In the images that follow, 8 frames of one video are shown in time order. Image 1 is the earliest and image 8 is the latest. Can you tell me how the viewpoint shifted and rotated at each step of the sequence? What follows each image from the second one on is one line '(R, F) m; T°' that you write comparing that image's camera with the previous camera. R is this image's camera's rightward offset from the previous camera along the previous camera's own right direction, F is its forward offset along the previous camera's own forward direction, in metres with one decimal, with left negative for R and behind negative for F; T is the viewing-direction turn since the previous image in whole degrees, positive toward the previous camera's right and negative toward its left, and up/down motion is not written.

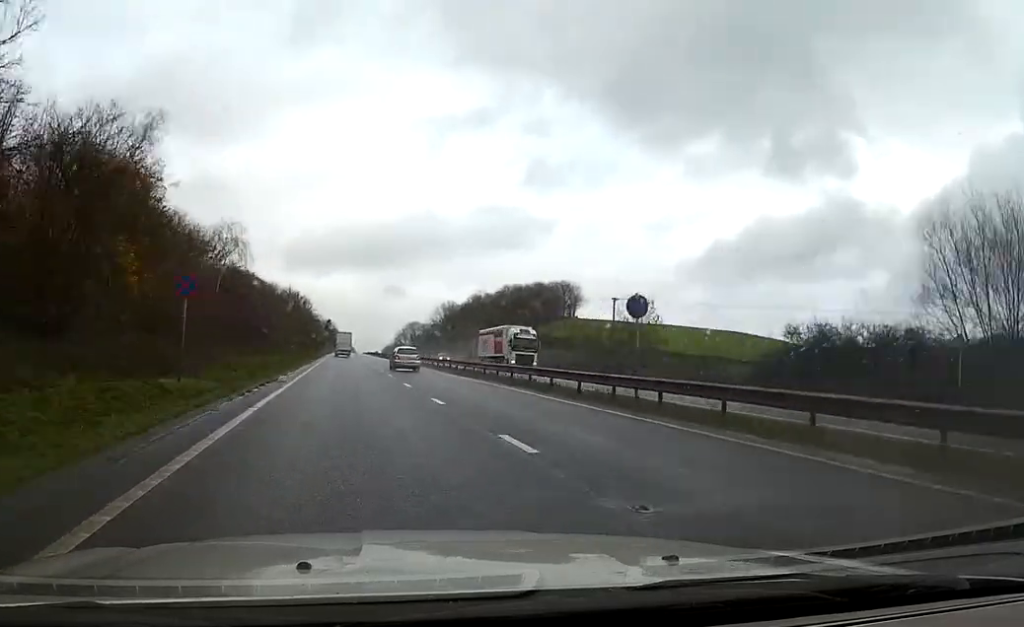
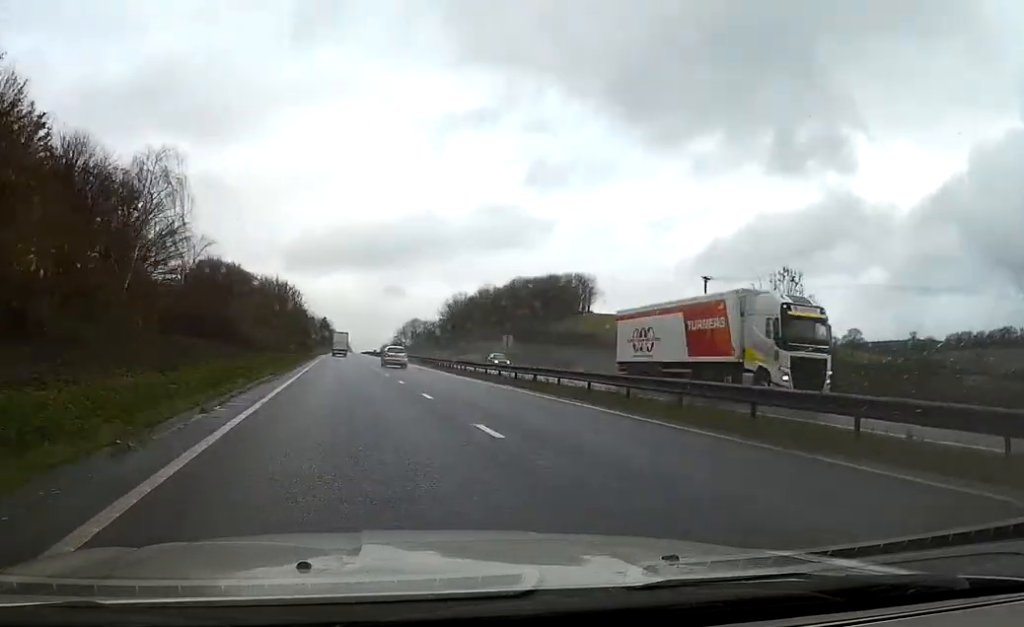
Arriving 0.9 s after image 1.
(+0.1, +23.7) m; 0°
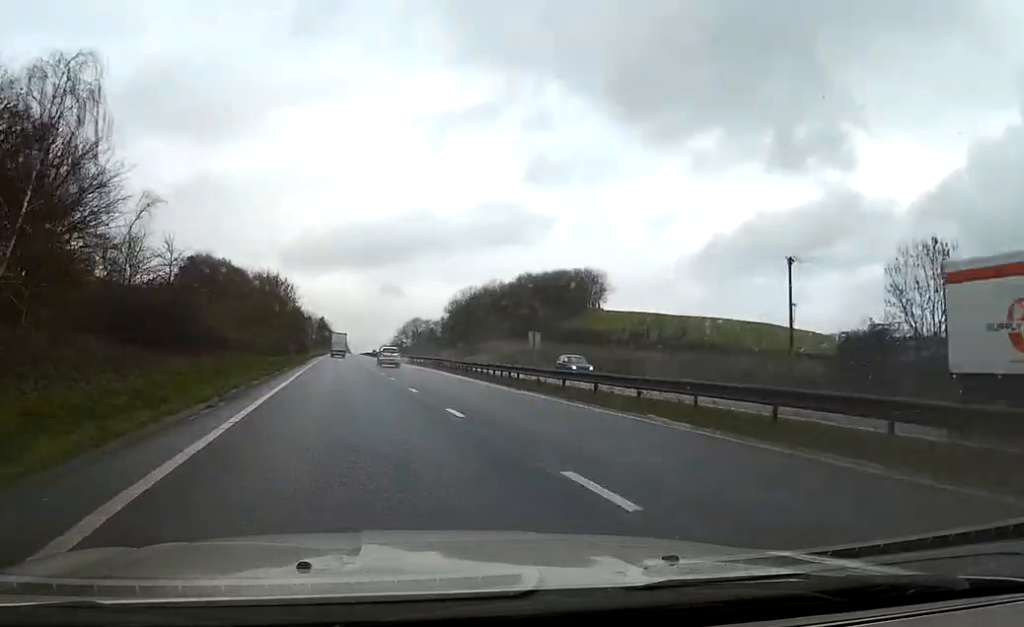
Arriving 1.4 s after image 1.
(0.0, +13.6) m; 0°
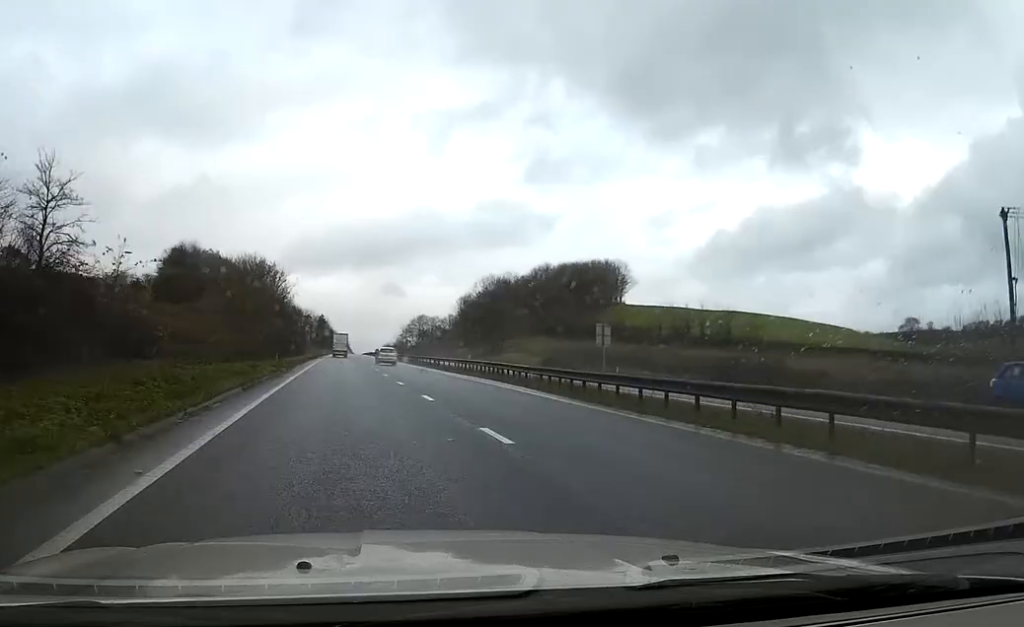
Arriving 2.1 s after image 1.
(-0.1, +20.8) m; +1°
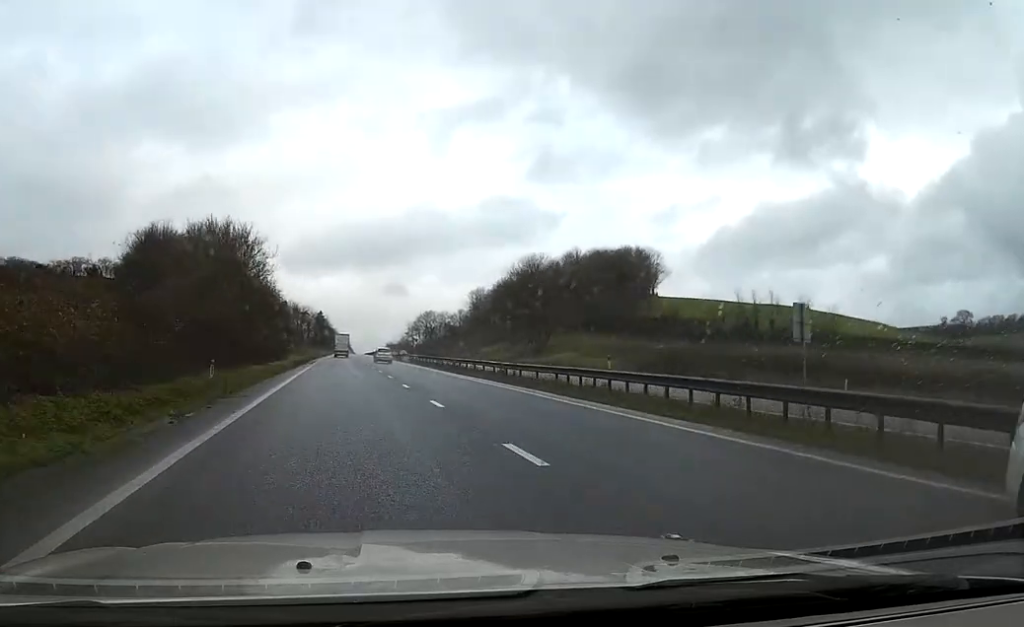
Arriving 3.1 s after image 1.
(+0.4, +27.2) m; 0°
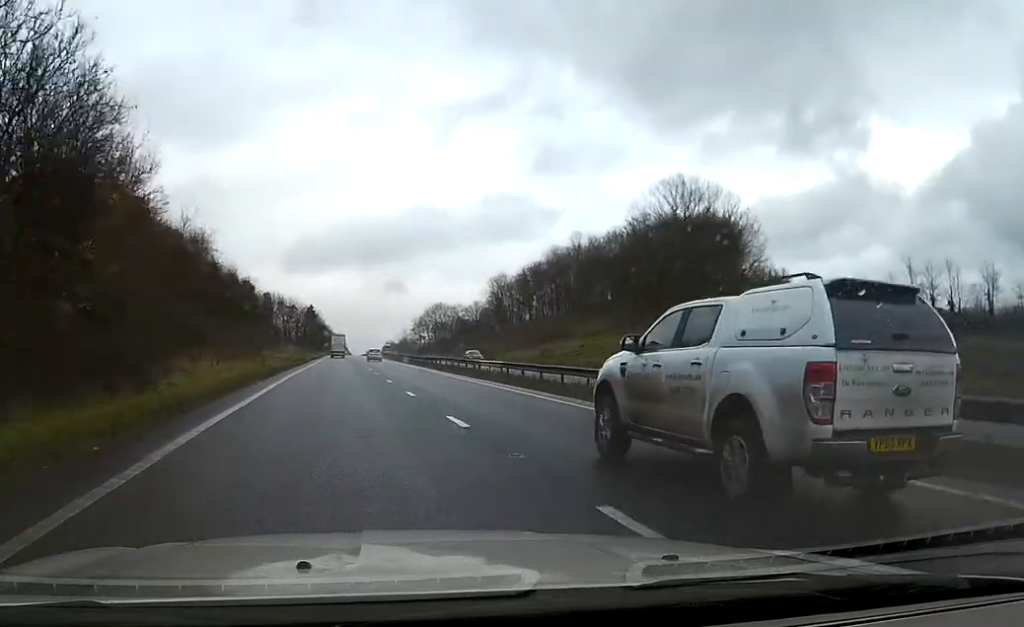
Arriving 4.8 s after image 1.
(-0.1, +46.4) m; 0°
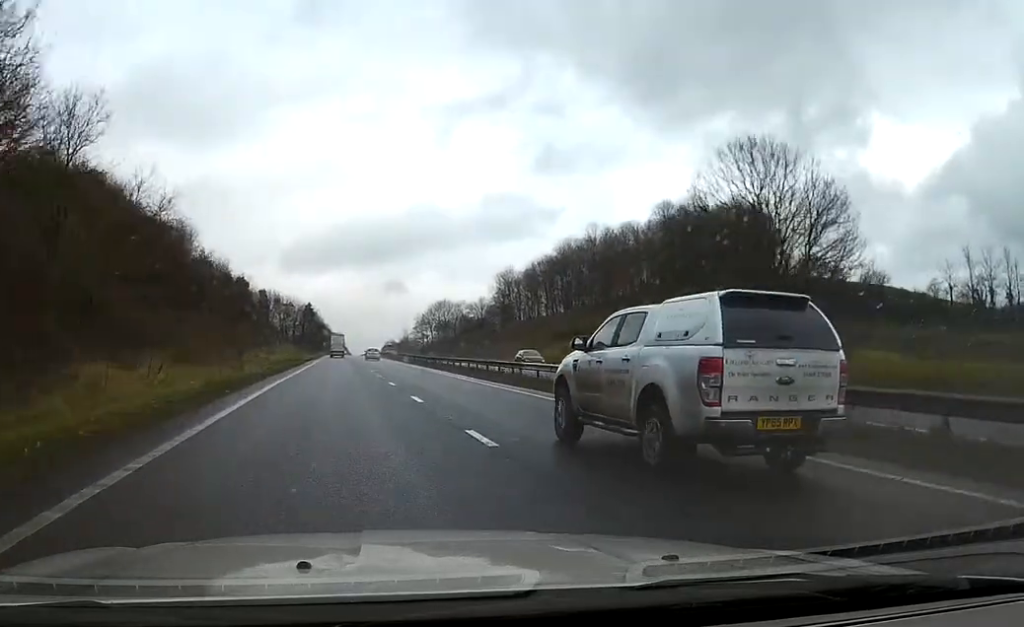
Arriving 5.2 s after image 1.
(+0.1, +10.9) m; 0°
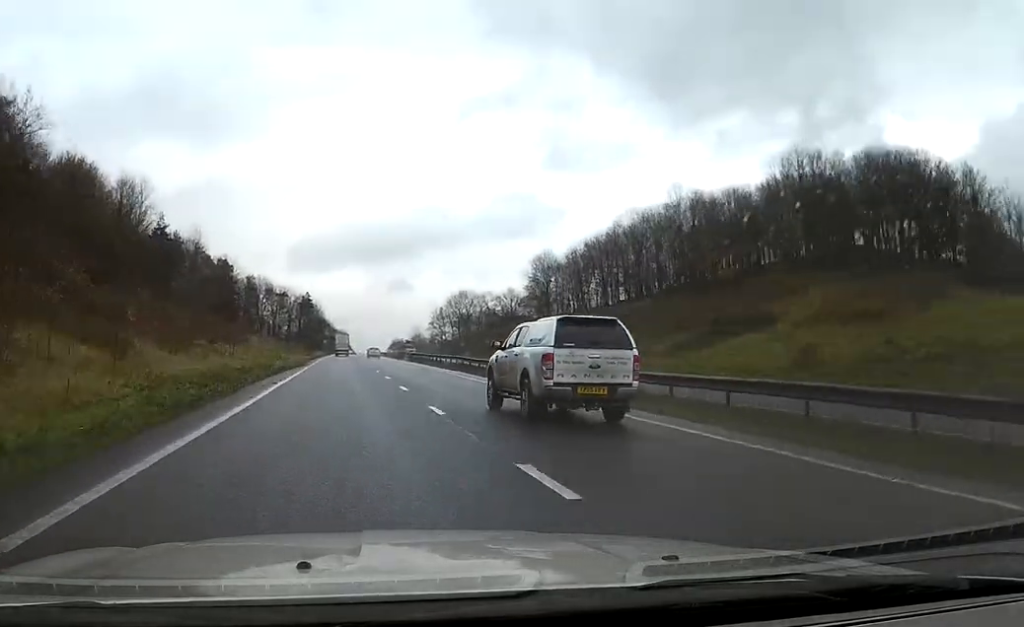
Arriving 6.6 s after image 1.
(-0.1, +37.2) m; 0°
